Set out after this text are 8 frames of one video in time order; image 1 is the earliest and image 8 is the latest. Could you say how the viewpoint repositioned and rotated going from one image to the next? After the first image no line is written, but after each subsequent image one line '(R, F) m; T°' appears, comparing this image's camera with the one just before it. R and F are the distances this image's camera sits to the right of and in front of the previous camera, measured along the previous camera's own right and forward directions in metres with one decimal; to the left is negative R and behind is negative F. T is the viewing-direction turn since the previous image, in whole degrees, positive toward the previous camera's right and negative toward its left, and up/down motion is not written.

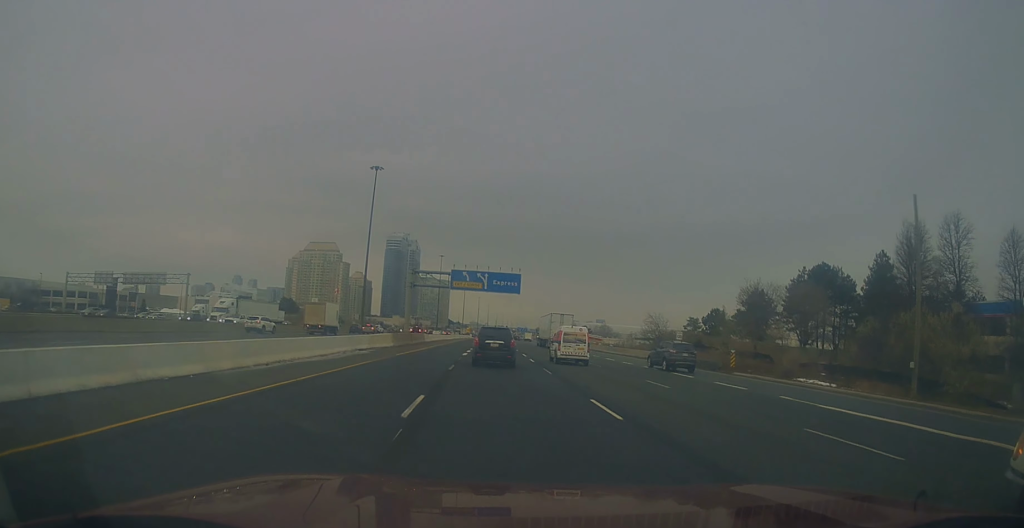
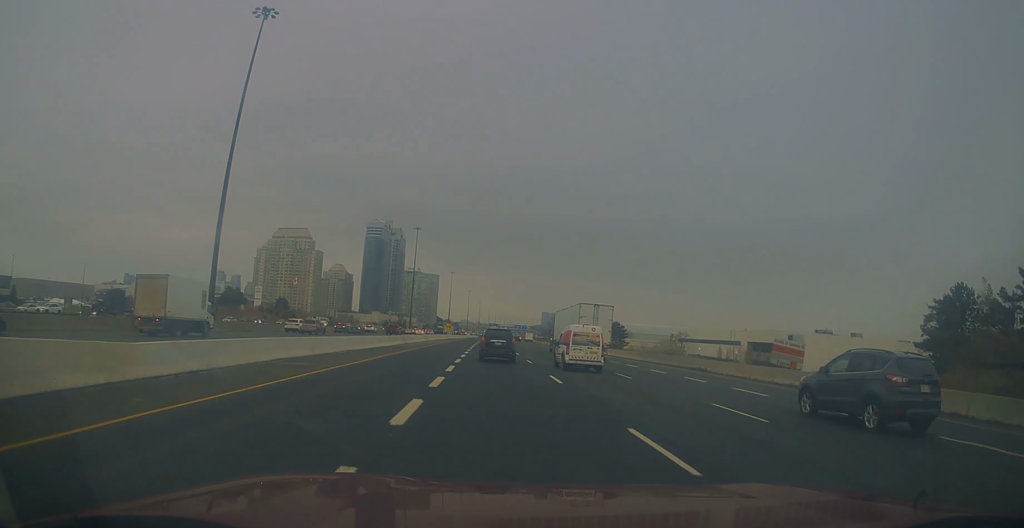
(+0.5, +68.9) m; 0°
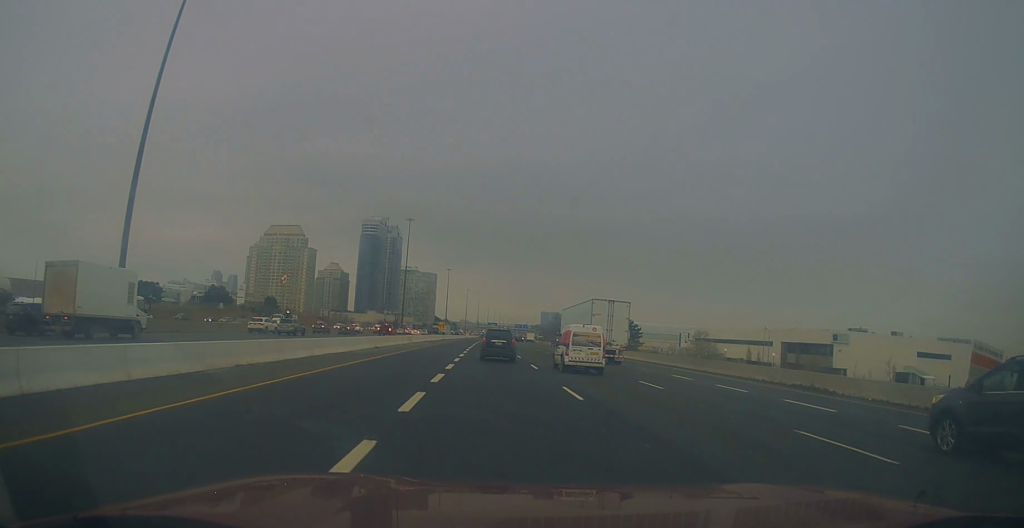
(-0.1, +16.5) m; 0°
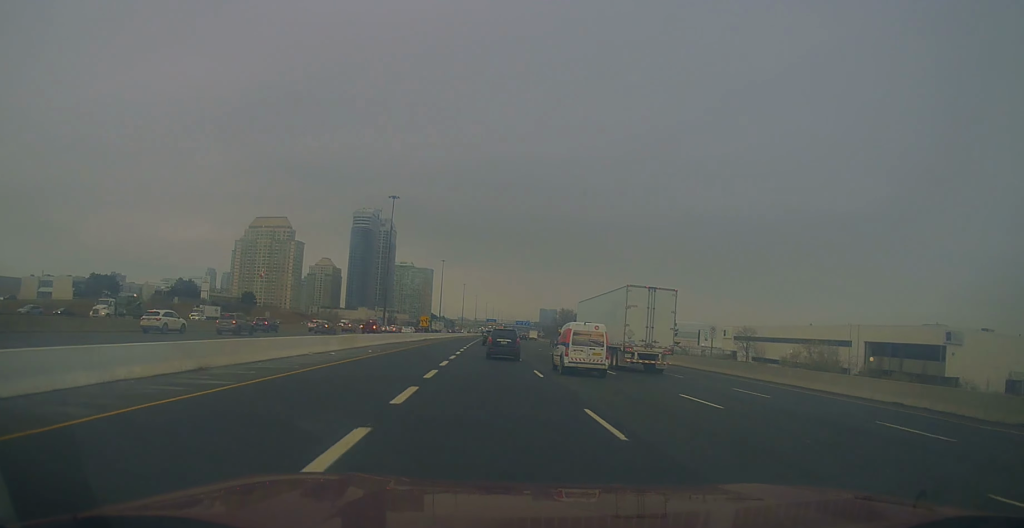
(+0.2, +29.3) m; +1°
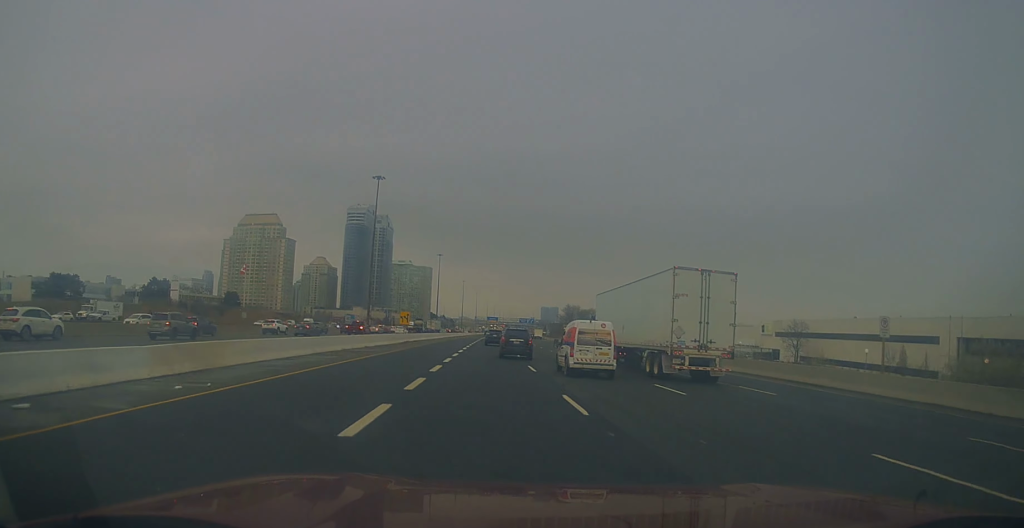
(+0.3, +21.6) m; +1°
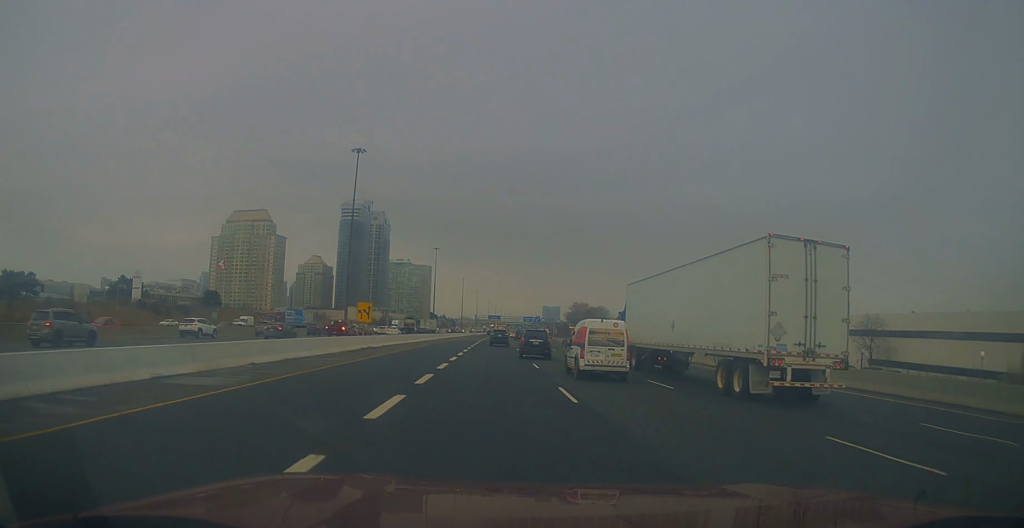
(+0.2, +22.7) m; -1°
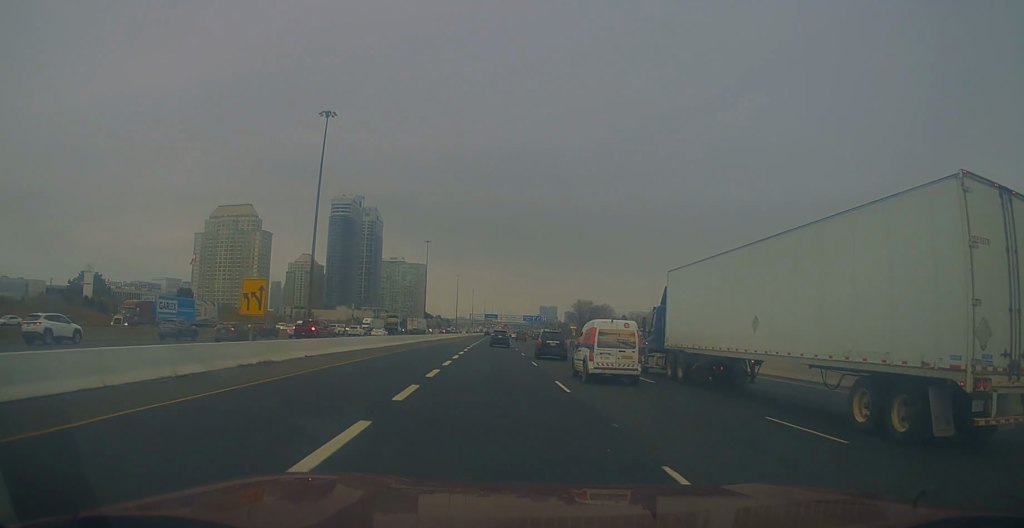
(-0.4, +21.6) m; 0°
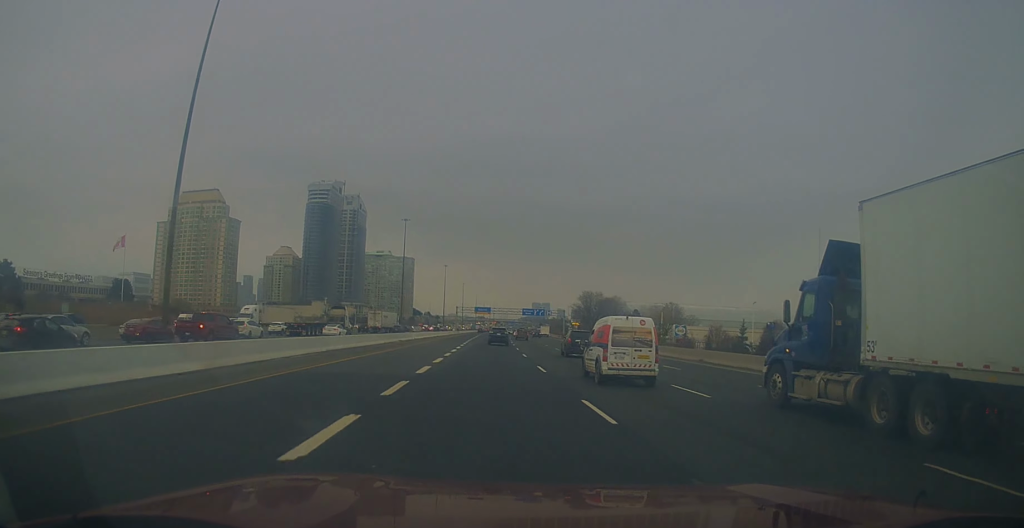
(+0.3, +42.0) m; +1°
